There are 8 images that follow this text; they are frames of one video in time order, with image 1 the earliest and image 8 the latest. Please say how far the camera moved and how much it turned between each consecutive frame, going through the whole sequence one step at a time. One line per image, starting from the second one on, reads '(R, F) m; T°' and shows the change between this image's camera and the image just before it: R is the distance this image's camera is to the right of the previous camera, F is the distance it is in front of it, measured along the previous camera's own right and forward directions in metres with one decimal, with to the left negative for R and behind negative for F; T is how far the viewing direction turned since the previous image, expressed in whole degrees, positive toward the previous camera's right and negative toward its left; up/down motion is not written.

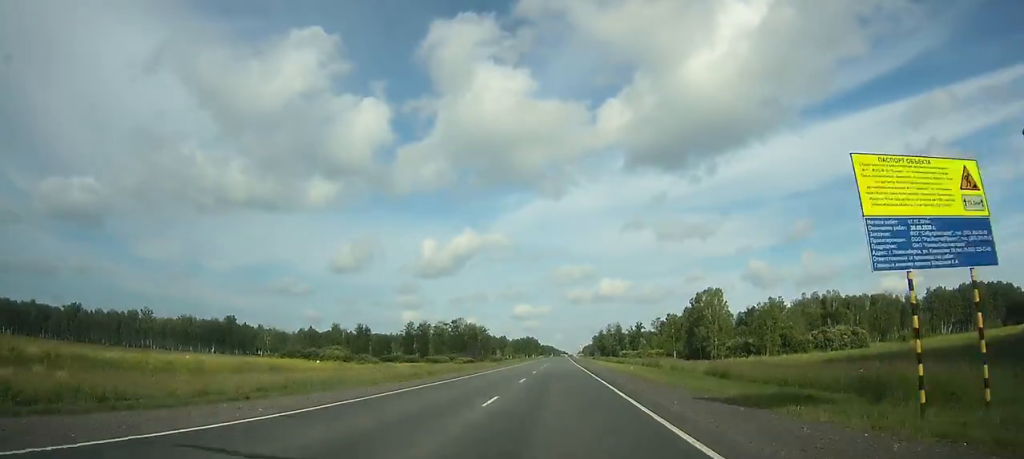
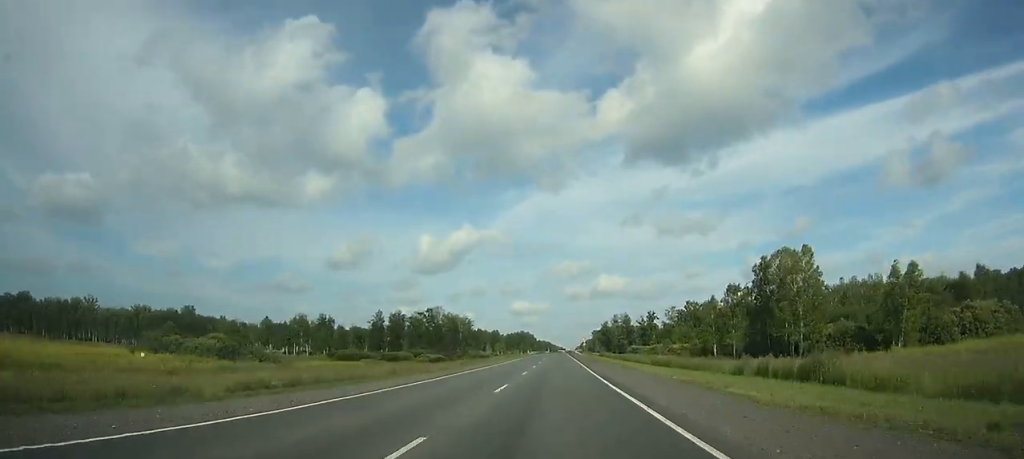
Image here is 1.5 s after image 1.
(0.0, +42.4) m; 0°
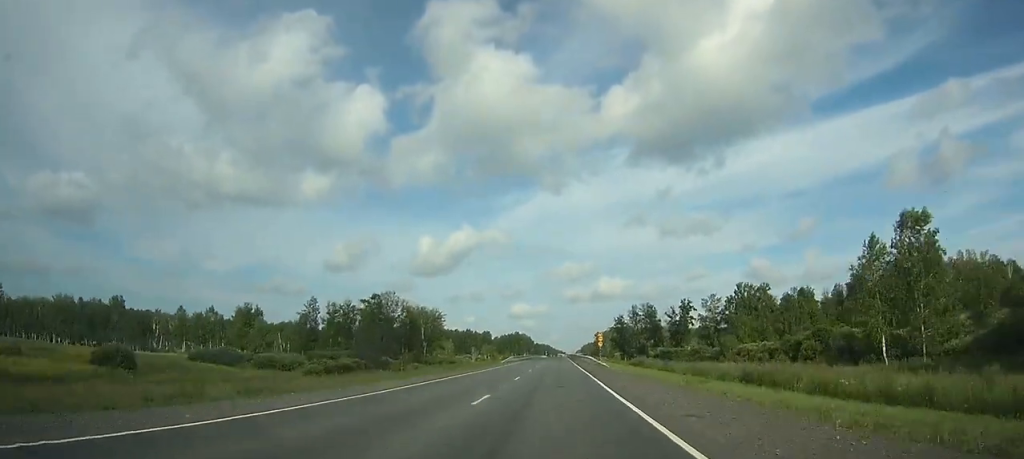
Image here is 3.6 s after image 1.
(-0.1, +65.1) m; 0°
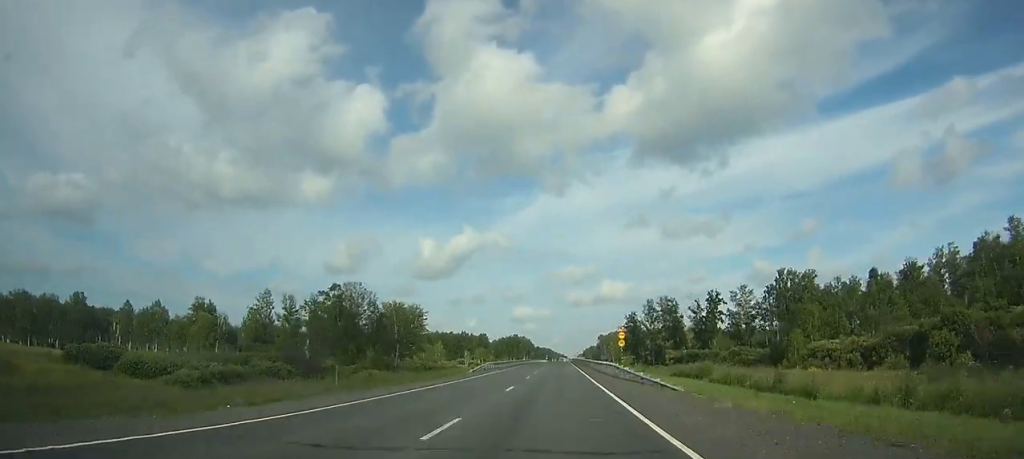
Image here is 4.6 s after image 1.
(0.0, +30.6) m; 0°
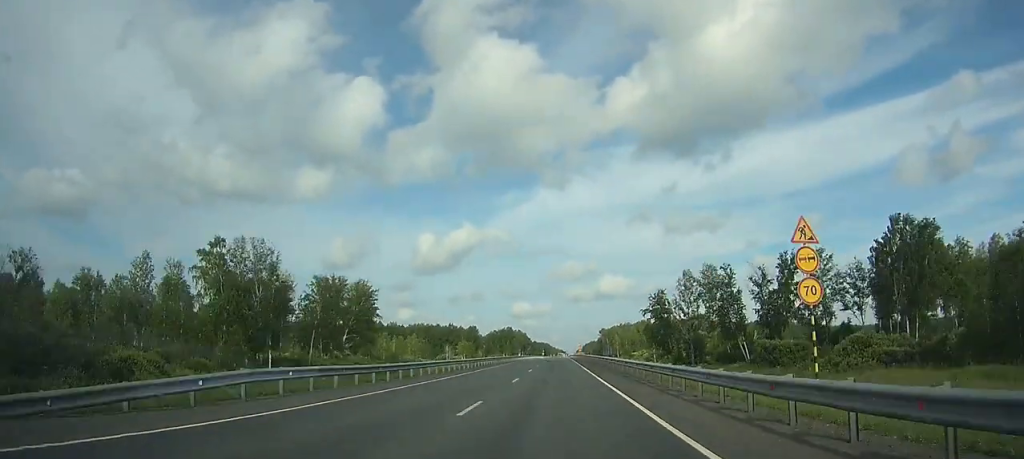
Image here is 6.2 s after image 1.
(+0.1, +48.3) m; 0°
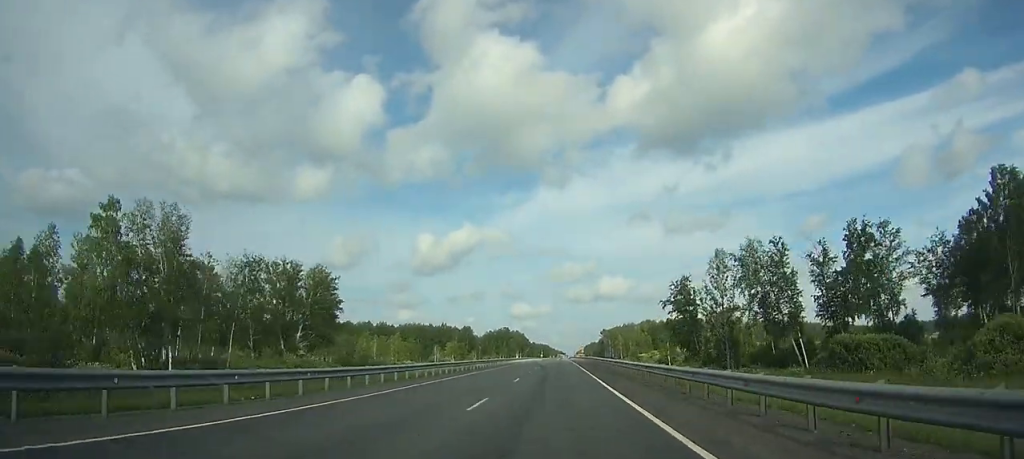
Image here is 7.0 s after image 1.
(0.0, +22.9) m; 0°
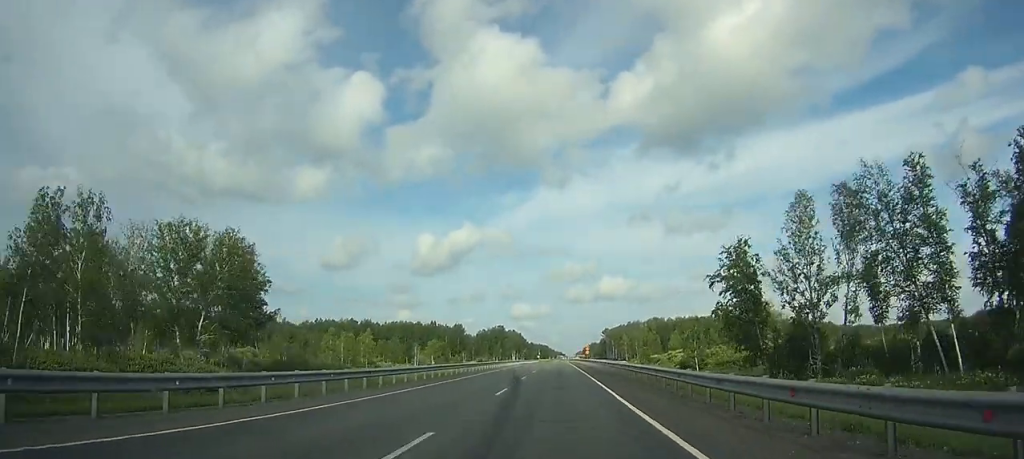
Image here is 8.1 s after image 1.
(0.0, +30.6) m; 0°
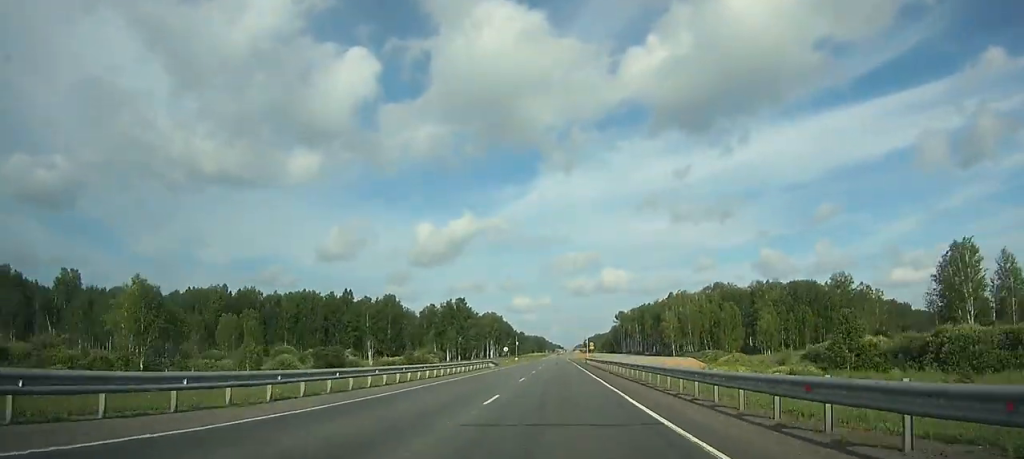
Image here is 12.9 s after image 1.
(0.0, +131.8) m; 0°
